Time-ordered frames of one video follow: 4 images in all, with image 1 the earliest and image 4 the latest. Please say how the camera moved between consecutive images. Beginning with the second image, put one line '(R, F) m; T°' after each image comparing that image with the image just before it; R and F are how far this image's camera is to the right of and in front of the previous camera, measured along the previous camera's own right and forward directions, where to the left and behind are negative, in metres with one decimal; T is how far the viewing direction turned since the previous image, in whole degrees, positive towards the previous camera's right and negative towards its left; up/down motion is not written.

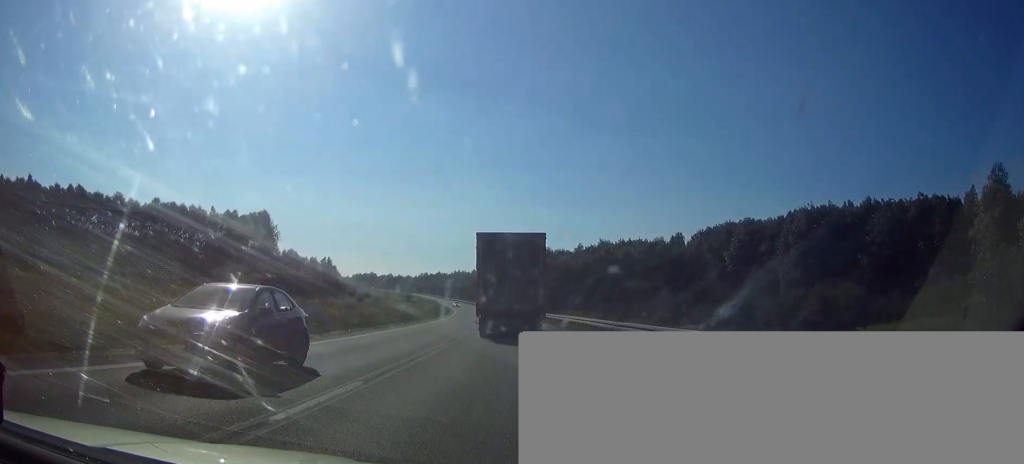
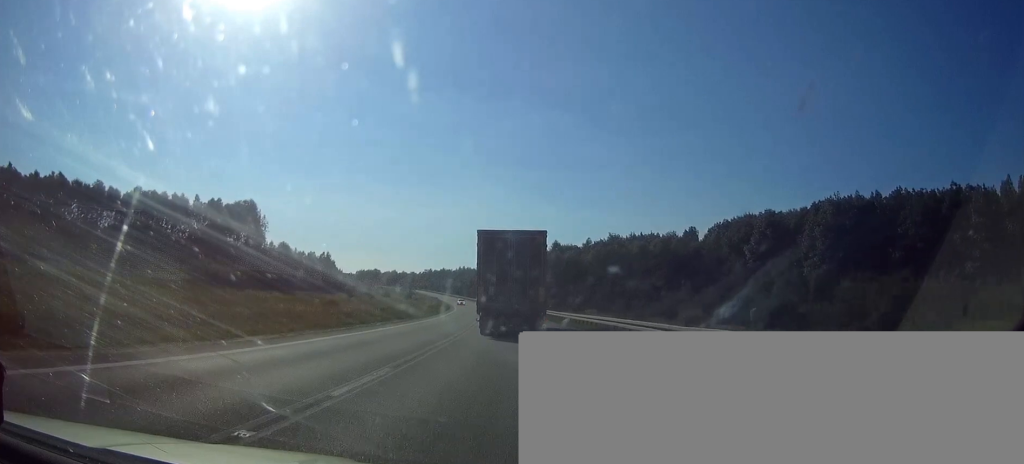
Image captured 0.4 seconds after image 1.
(-0.1, +10.2) m; 0°
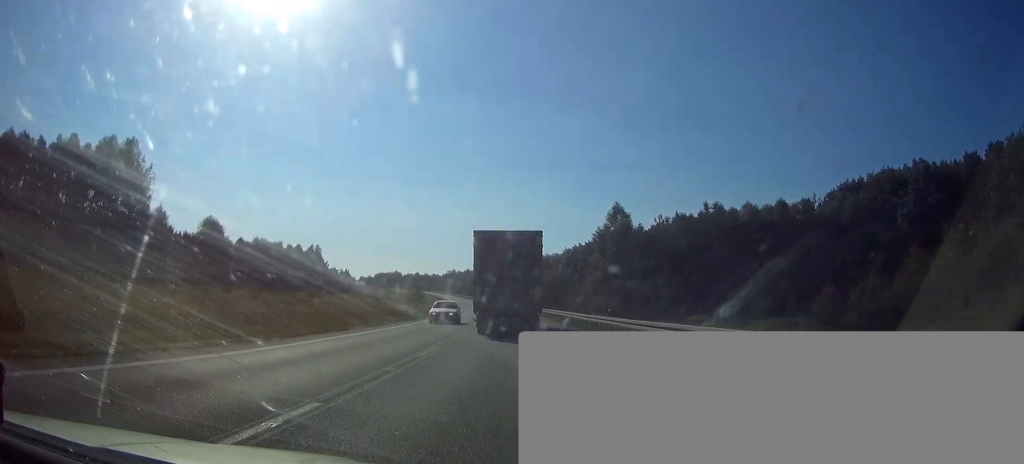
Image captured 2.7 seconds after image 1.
(-1.2, +54.0) m; -3°
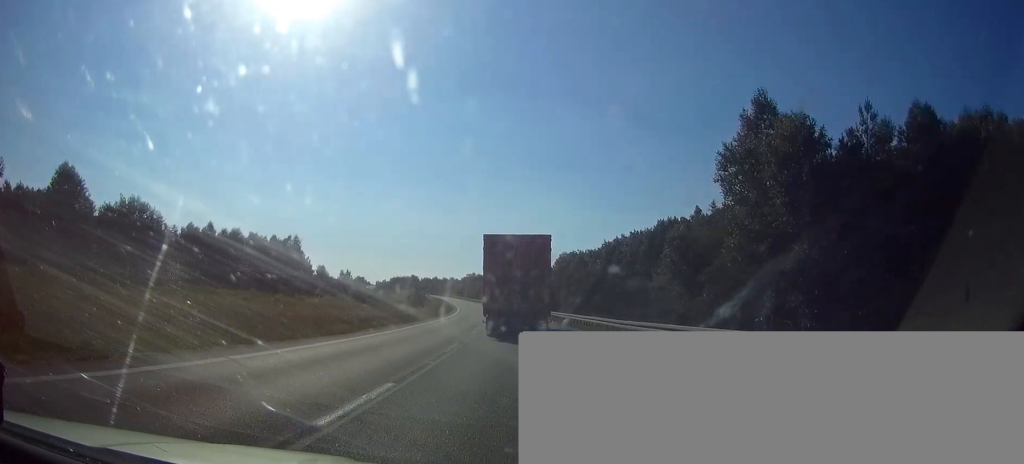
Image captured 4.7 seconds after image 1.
(-1.1, +45.8) m; -3°
